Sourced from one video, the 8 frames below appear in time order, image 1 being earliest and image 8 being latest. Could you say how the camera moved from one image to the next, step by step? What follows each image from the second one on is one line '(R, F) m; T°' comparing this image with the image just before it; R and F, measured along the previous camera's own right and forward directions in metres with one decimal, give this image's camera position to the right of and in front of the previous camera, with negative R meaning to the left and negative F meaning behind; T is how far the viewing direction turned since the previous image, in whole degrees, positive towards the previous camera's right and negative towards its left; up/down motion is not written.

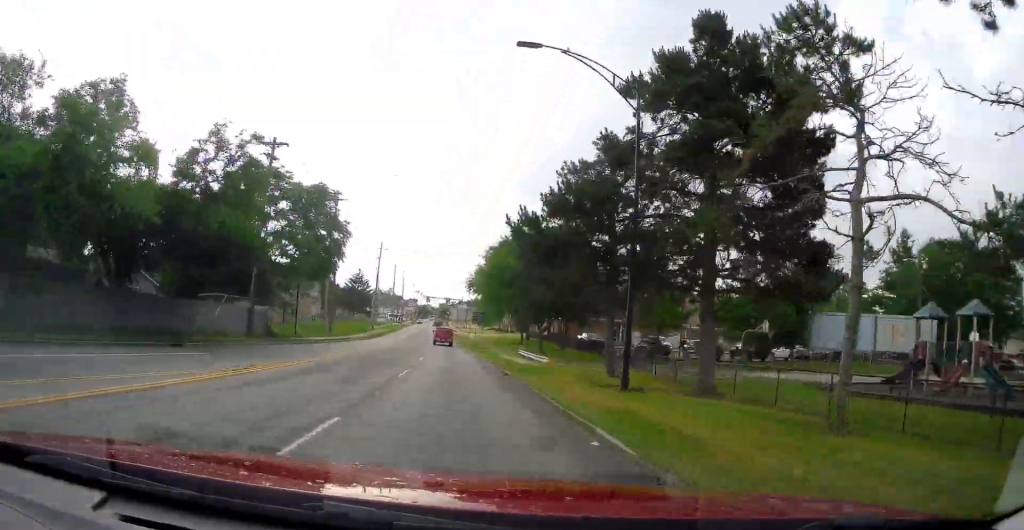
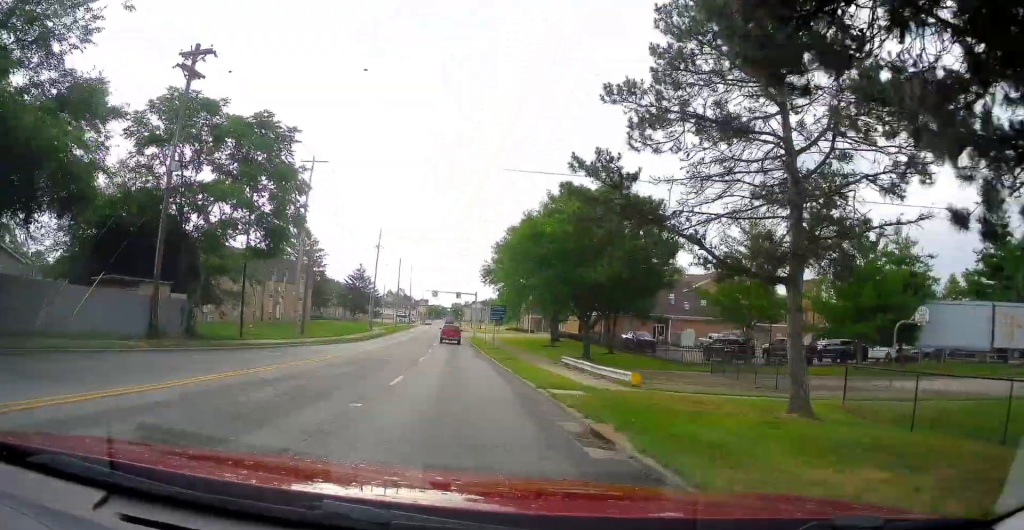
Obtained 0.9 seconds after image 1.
(-0.1, +15.0) m; -2°
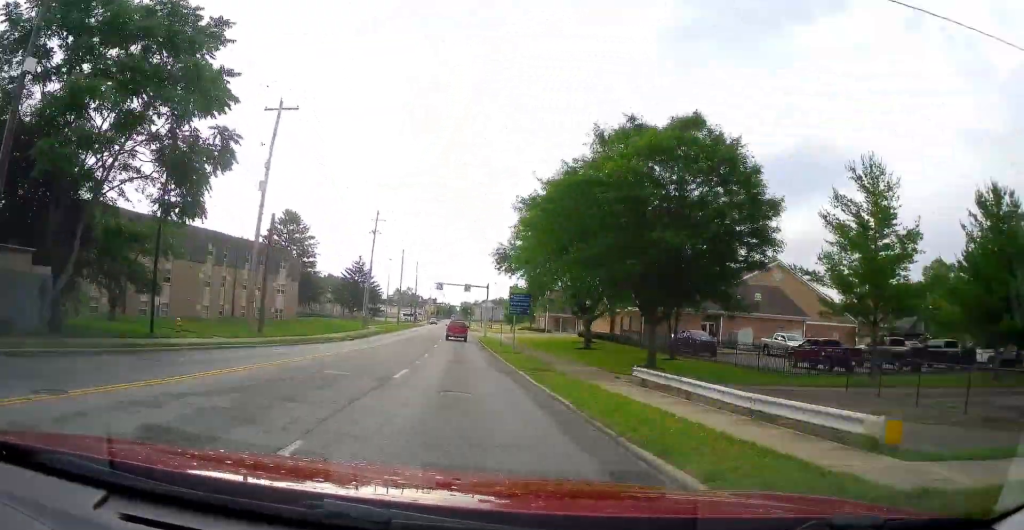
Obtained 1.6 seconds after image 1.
(-0.3, +11.3) m; -2°
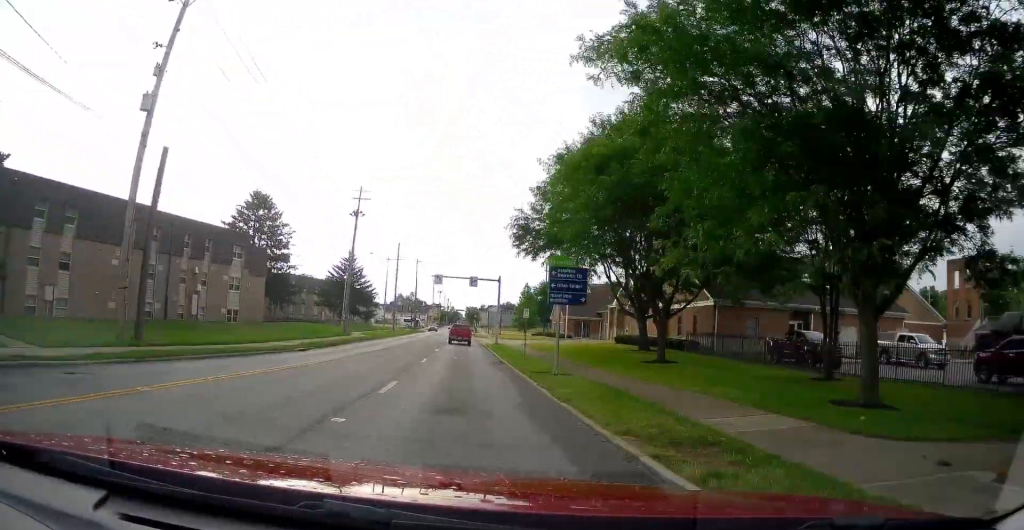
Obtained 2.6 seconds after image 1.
(-0.3, +15.2) m; -1°
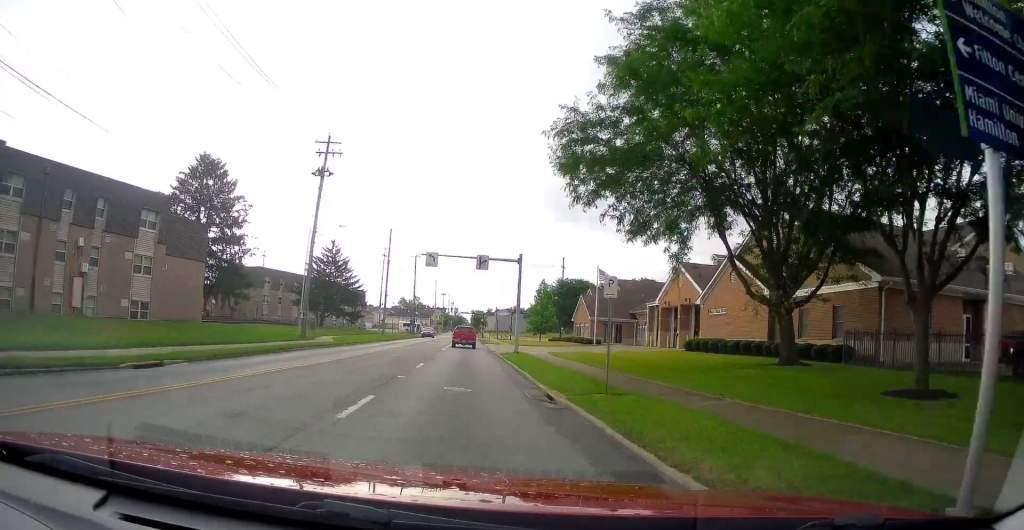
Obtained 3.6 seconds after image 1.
(0.0, +16.8) m; 0°
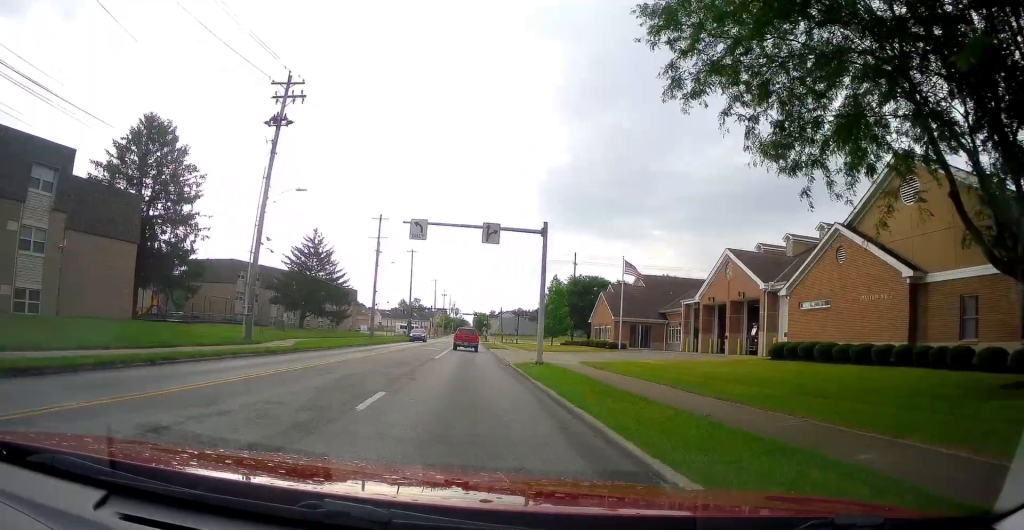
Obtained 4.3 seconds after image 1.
(0.0, +11.3) m; 0°
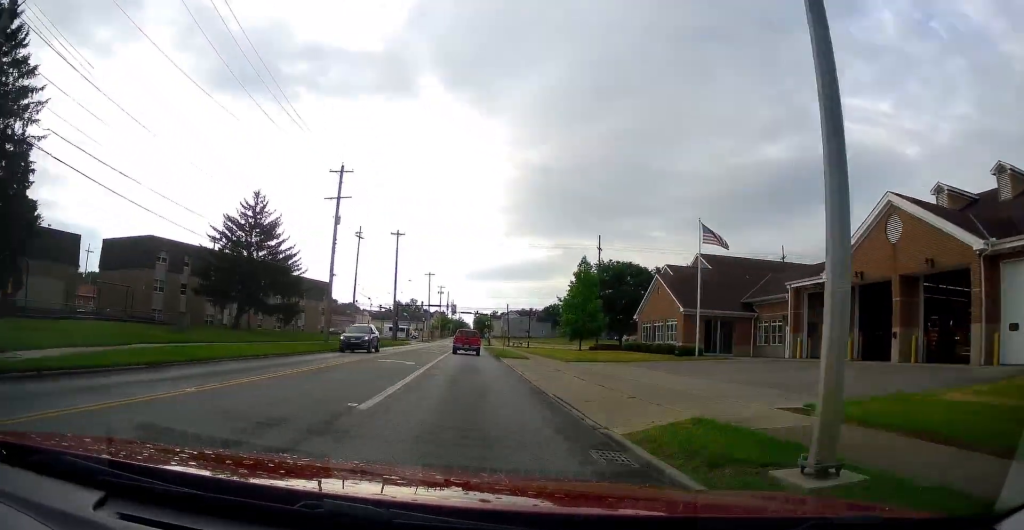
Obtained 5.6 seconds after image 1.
(0.0, +21.5) m; 0°
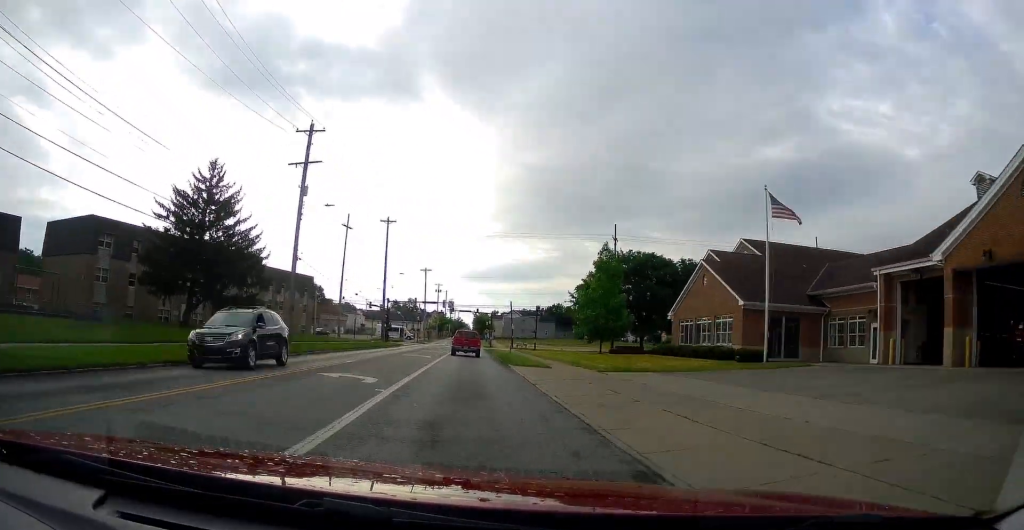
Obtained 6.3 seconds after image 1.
(0.0, +10.2) m; 0°
